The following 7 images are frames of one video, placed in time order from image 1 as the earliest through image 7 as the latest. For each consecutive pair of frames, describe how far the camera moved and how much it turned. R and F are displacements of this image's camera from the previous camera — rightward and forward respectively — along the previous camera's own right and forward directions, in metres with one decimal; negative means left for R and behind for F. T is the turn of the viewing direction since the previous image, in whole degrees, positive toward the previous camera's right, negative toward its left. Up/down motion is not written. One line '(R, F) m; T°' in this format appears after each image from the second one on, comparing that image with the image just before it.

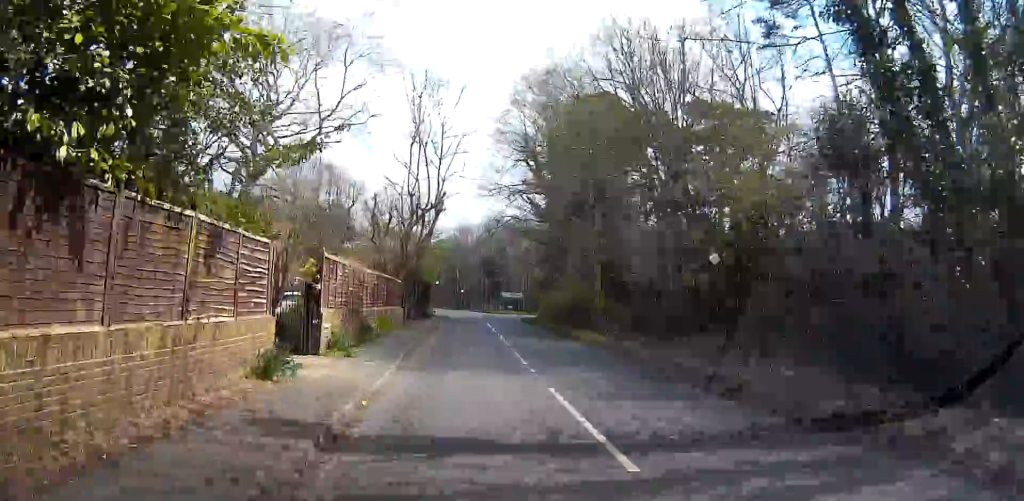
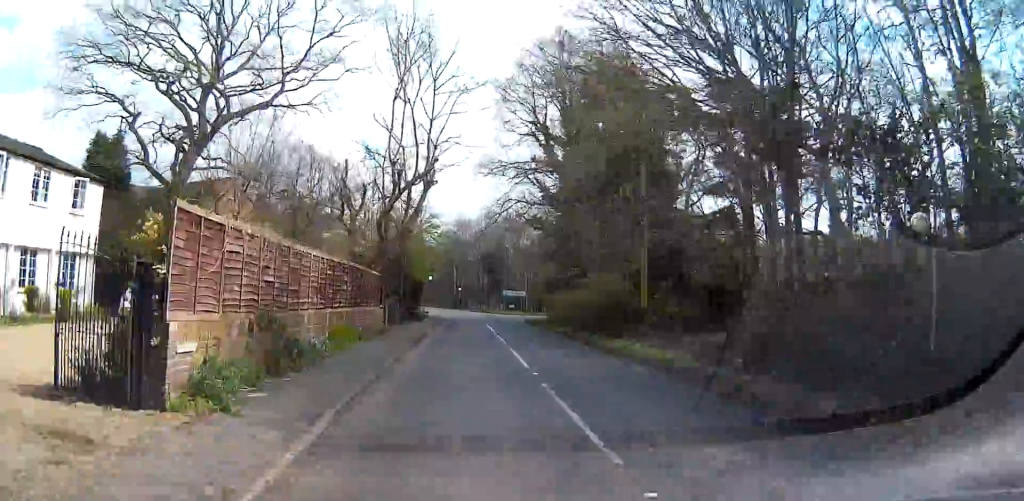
(-0.1, +8.2) m; -1°
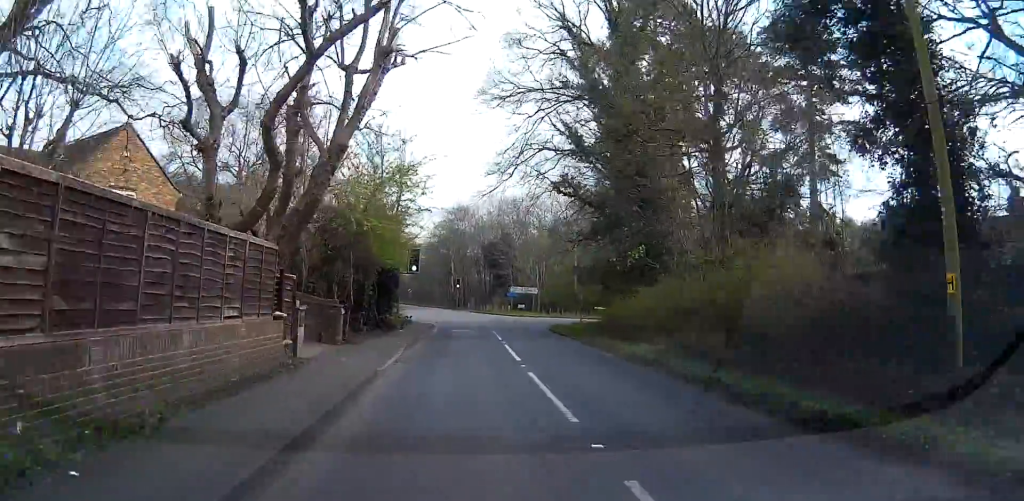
(-0.3, +15.1) m; -1°
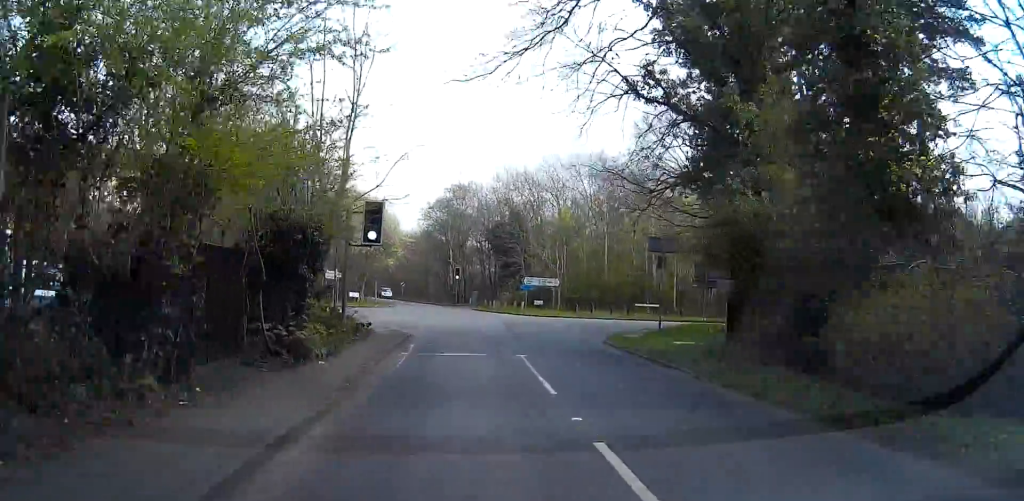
(+0.2, +15.7) m; +1°
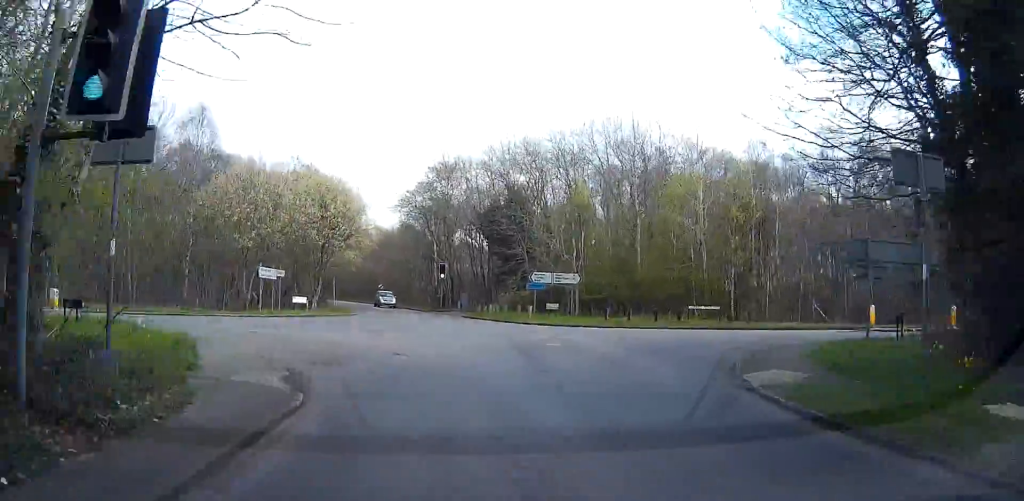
(+0.1, +14.9) m; -2°
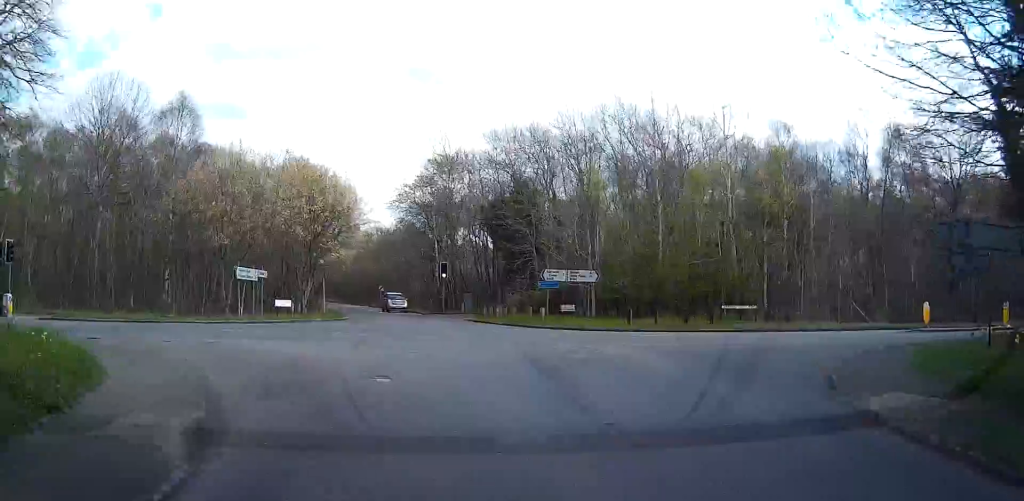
(+0.2, +4.7) m; -3°
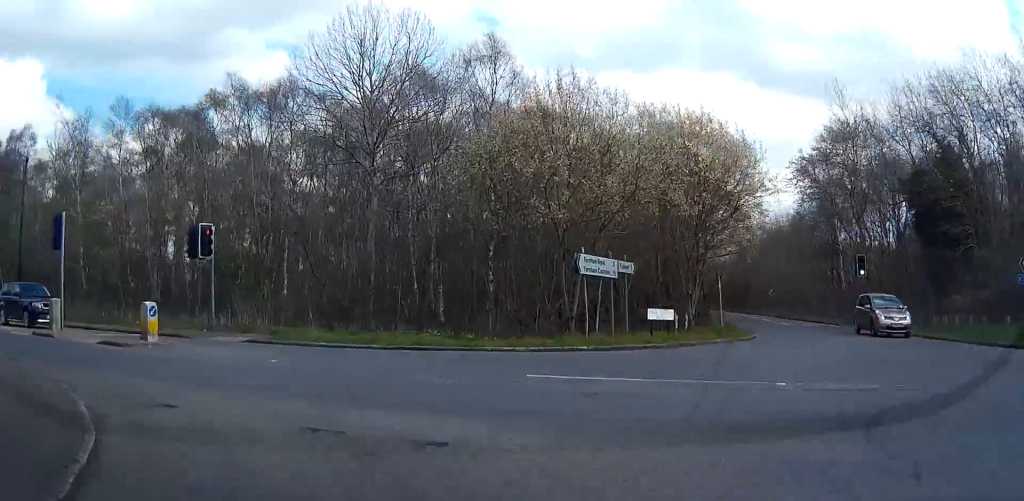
(-2.6, +13.7) m; -26°
